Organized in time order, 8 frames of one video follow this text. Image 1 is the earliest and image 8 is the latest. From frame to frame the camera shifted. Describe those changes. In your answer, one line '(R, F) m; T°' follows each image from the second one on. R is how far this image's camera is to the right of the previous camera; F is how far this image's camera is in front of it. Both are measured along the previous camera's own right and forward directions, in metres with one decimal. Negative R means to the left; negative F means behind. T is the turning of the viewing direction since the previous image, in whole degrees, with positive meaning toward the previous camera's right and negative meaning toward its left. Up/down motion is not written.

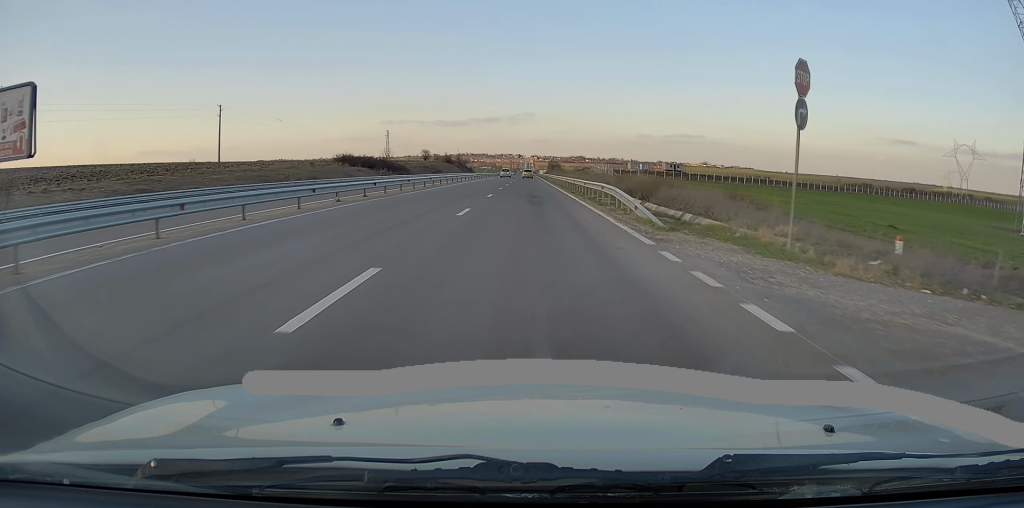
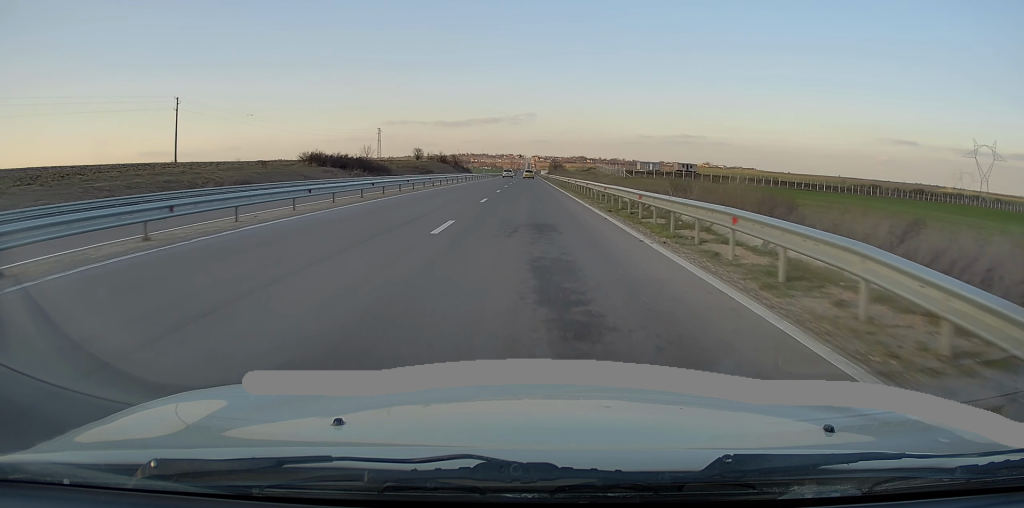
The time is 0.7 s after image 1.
(0.0, +16.6) m; 0°
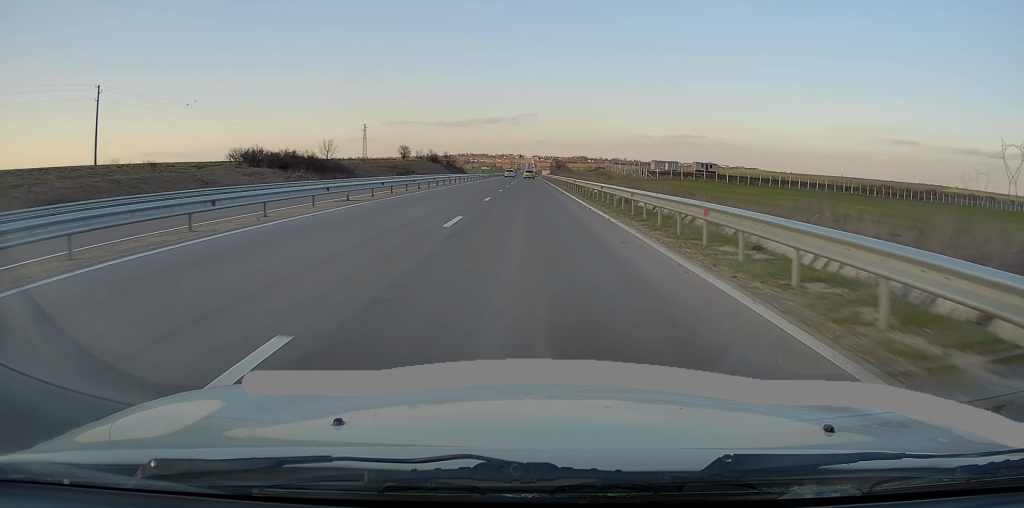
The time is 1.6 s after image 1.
(-0.1, +22.4) m; 0°
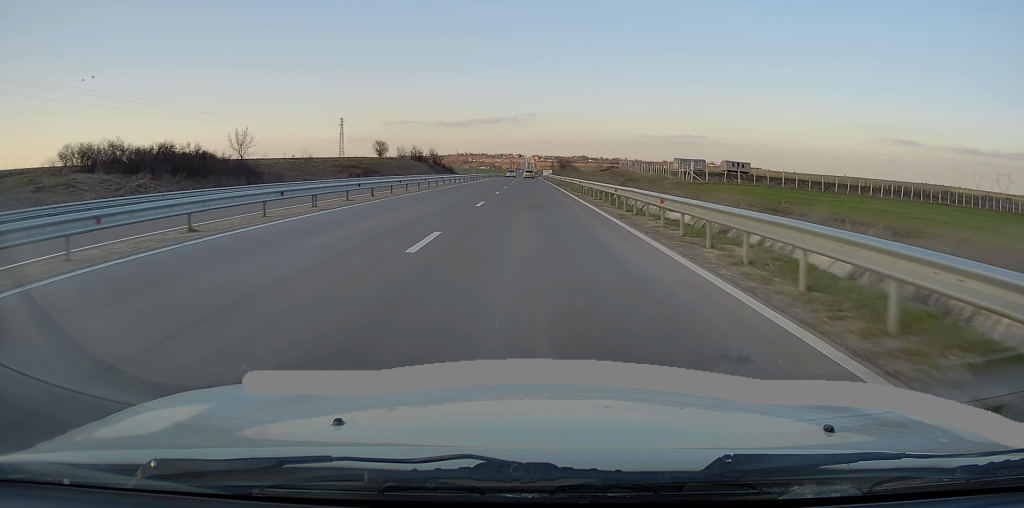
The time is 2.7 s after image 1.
(+0.1, +28.1) m; 0°
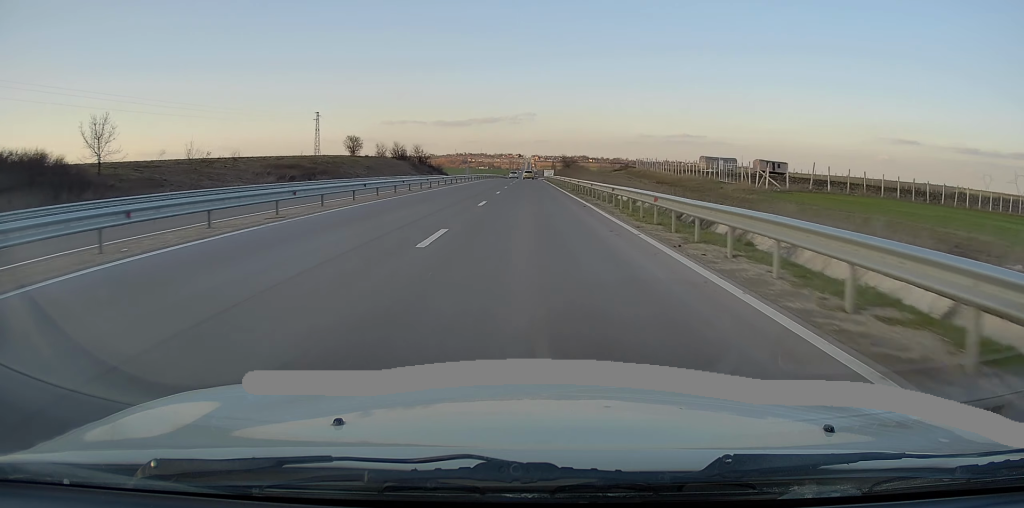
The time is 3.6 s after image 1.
(-0.1, +23.2) m; 0°
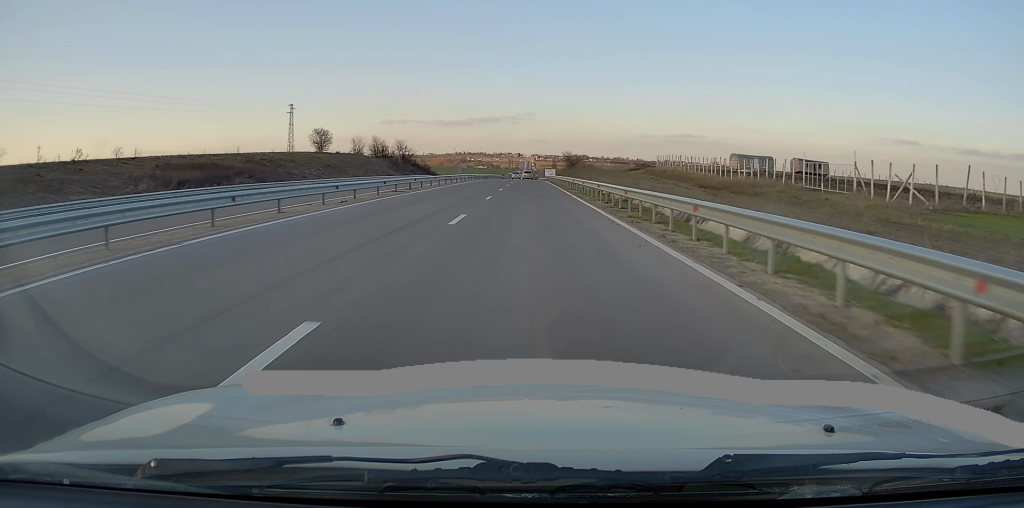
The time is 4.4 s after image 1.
(+0.1, +19.9) m; 0°
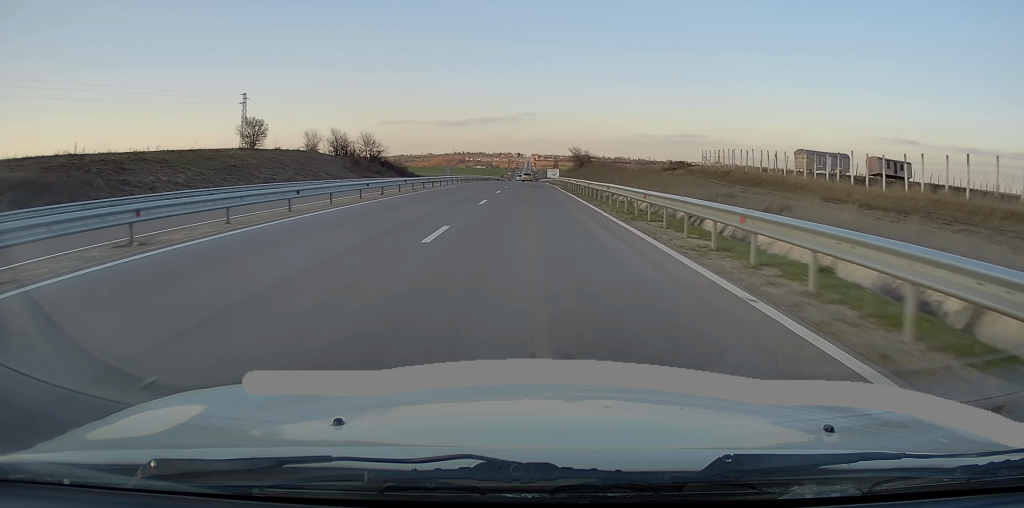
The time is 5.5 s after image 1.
(0.0, +27.3) m; 0°
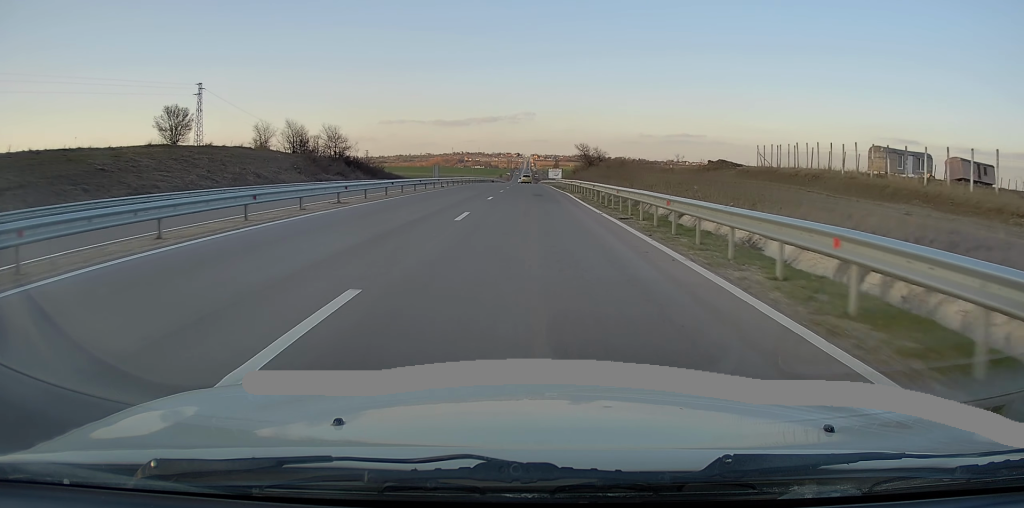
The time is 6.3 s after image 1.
(-0.1, +19.1) m; 0°
